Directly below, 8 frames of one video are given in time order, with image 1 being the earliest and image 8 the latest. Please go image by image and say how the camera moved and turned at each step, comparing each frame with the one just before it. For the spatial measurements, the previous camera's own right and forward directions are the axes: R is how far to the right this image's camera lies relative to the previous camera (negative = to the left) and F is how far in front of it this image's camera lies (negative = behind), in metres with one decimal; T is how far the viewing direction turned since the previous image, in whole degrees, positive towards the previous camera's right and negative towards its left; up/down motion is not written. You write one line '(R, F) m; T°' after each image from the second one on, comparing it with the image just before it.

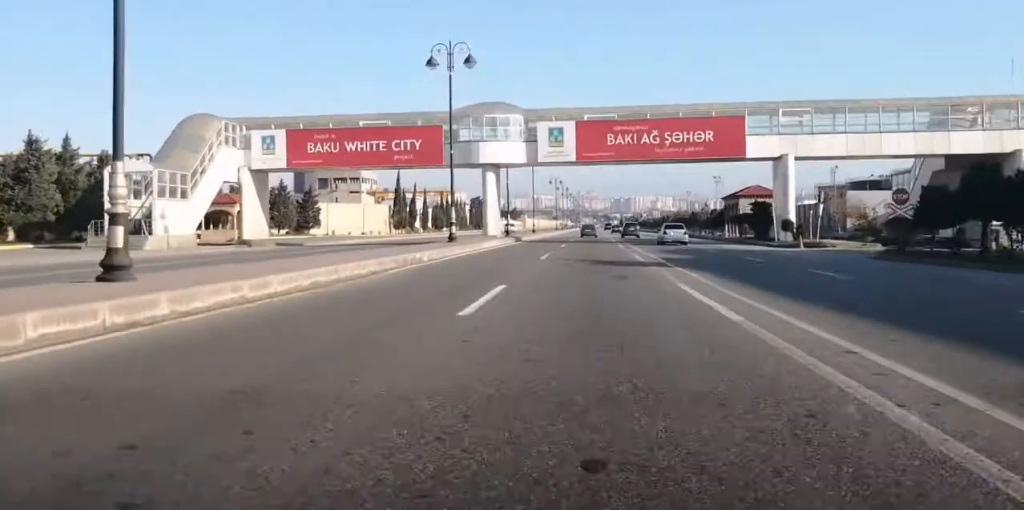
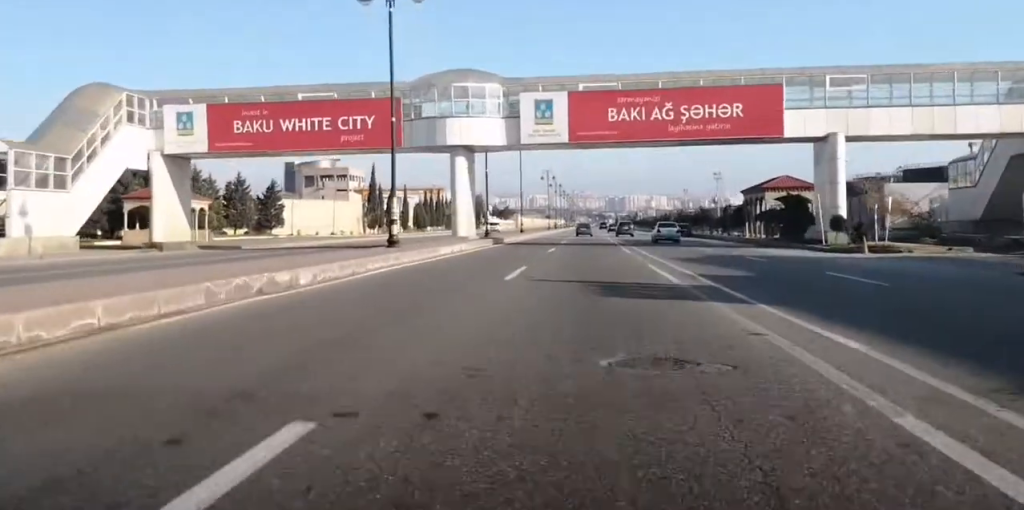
(+0.2, +13.5) m; +1°
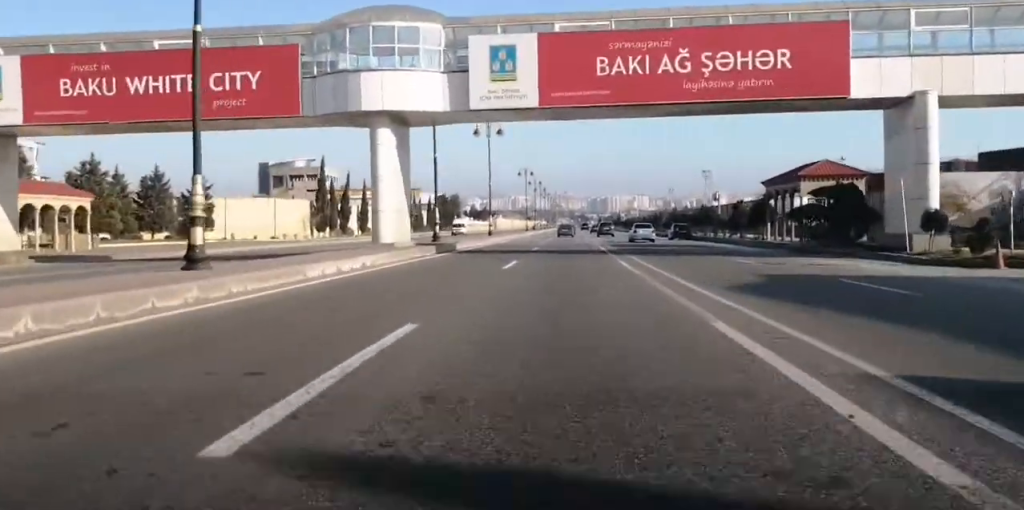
(0.0, +15.6) m; 0°
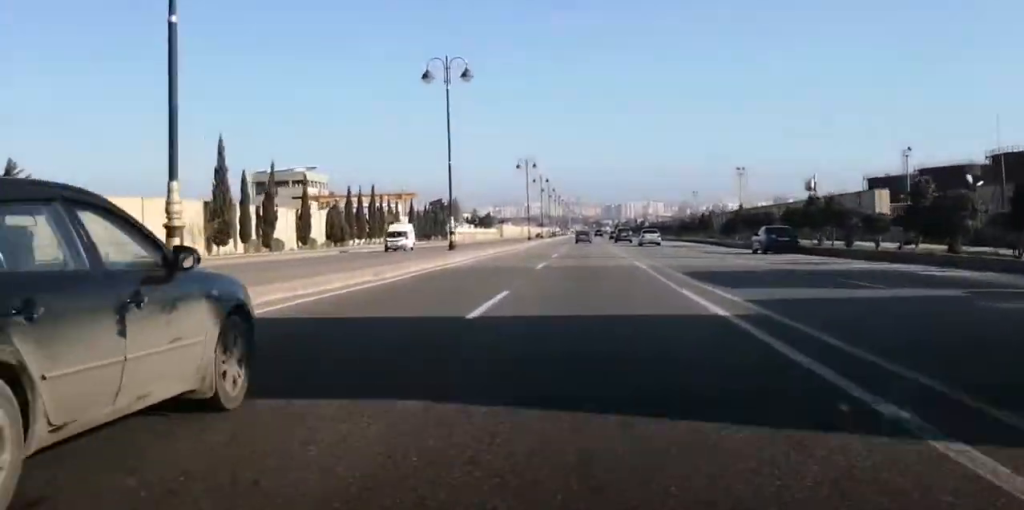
(-0.6, +33.5) m; -2°
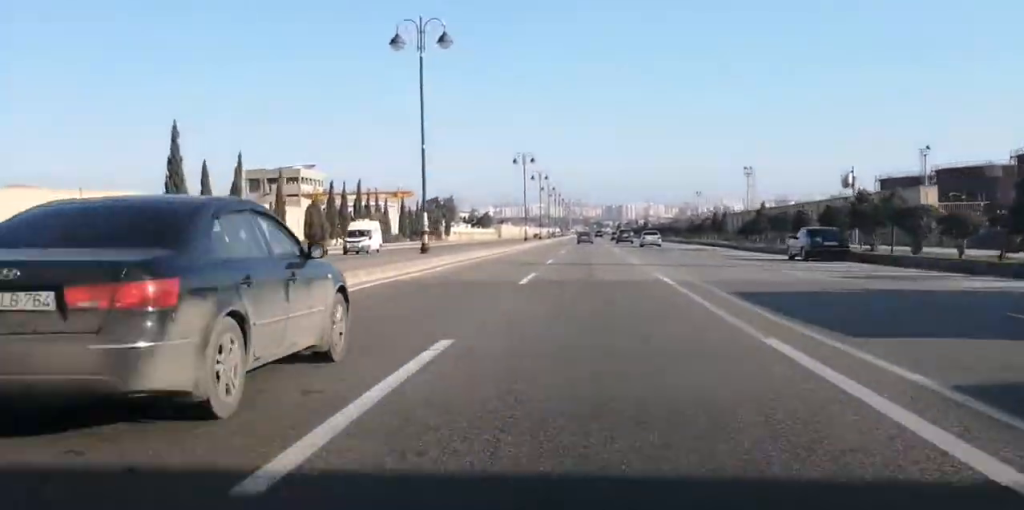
(-0.1, +8.6) m; -1°
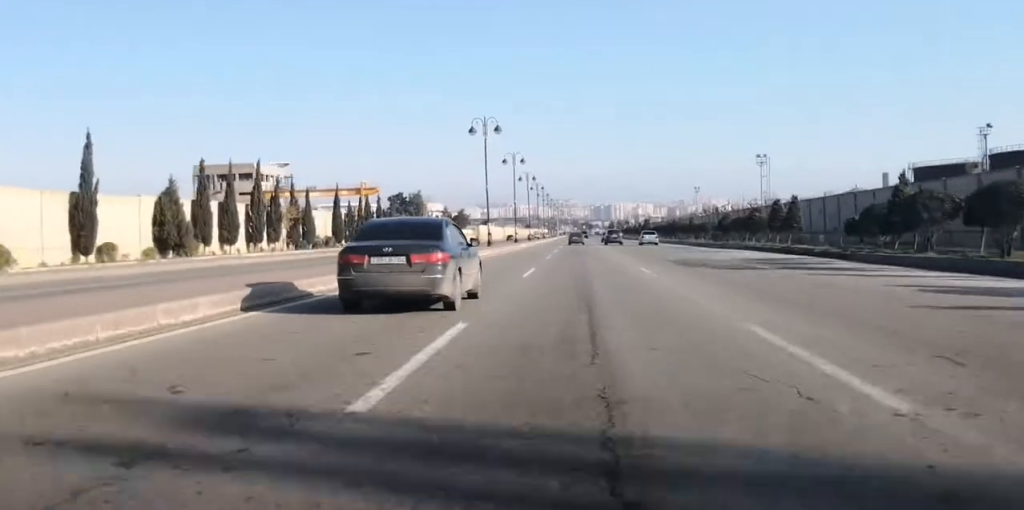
(+0.6, +31.1) m; +3°
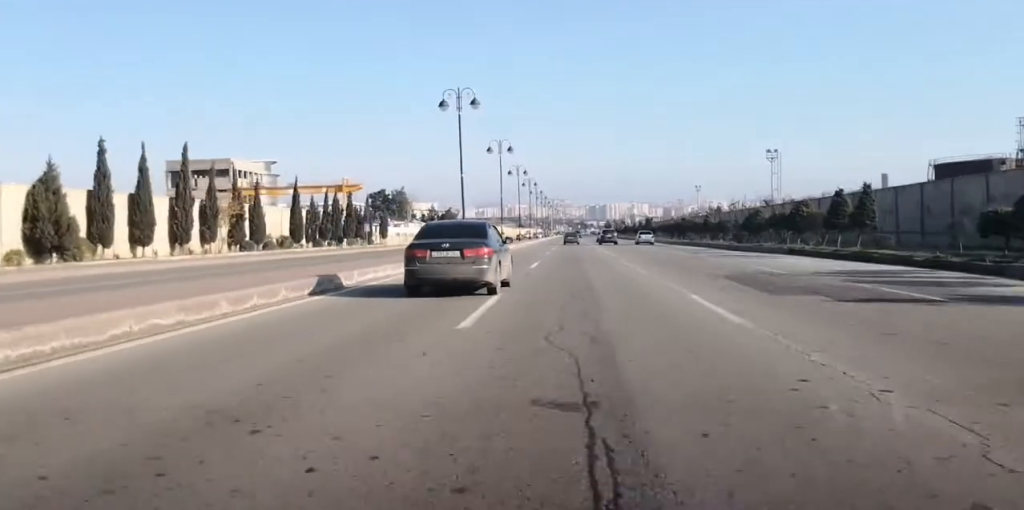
(+0.3, +14.3) m; +1°
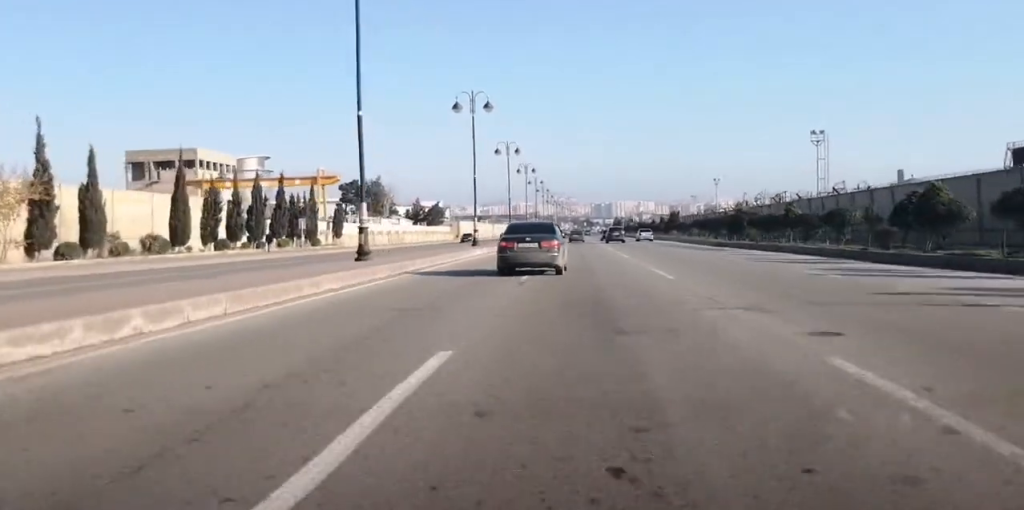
(-0.1, +30.3) m; -1°
